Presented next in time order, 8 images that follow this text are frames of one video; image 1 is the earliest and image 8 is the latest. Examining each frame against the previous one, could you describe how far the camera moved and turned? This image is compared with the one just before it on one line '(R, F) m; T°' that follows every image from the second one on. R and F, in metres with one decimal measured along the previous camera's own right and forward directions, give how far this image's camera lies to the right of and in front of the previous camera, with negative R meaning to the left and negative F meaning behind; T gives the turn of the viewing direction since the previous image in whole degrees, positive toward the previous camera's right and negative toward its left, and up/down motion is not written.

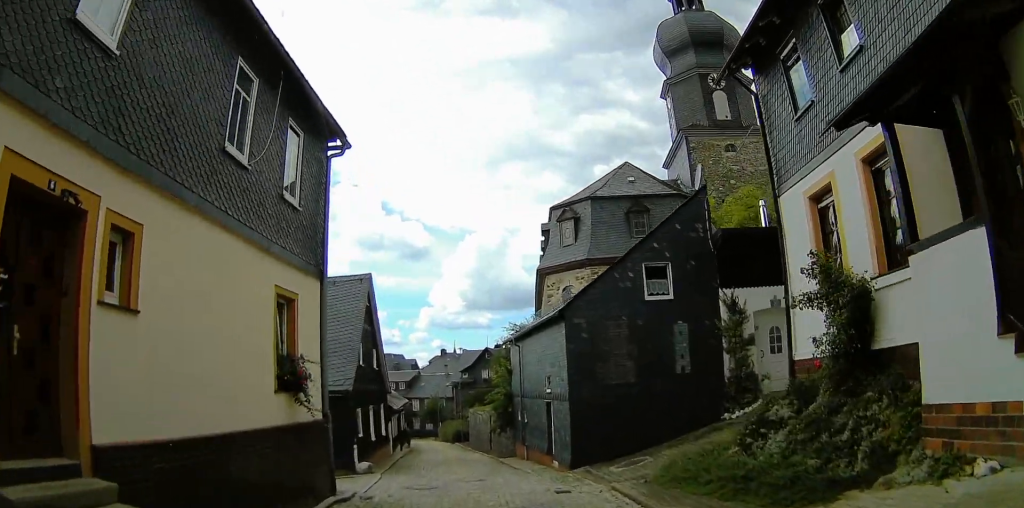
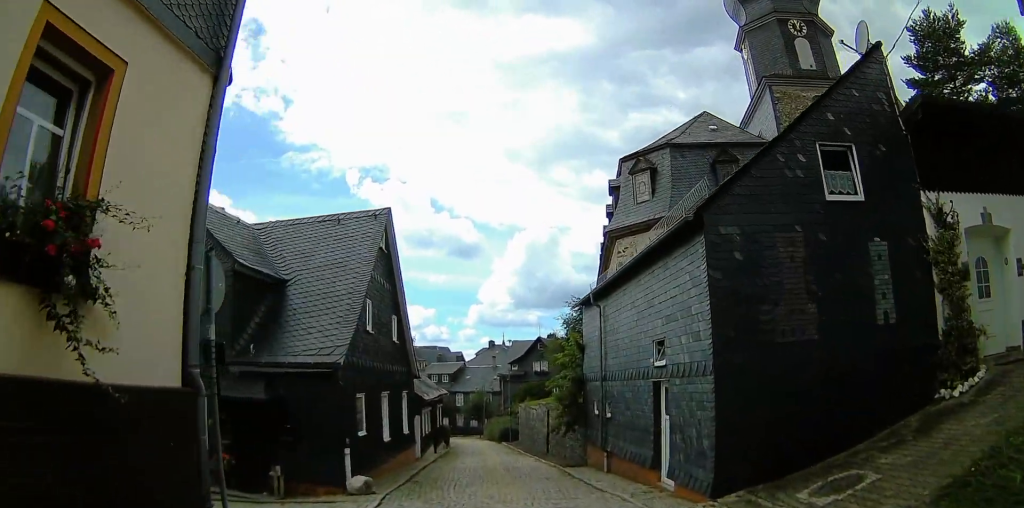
(-0.2, +6.5) m; -5°
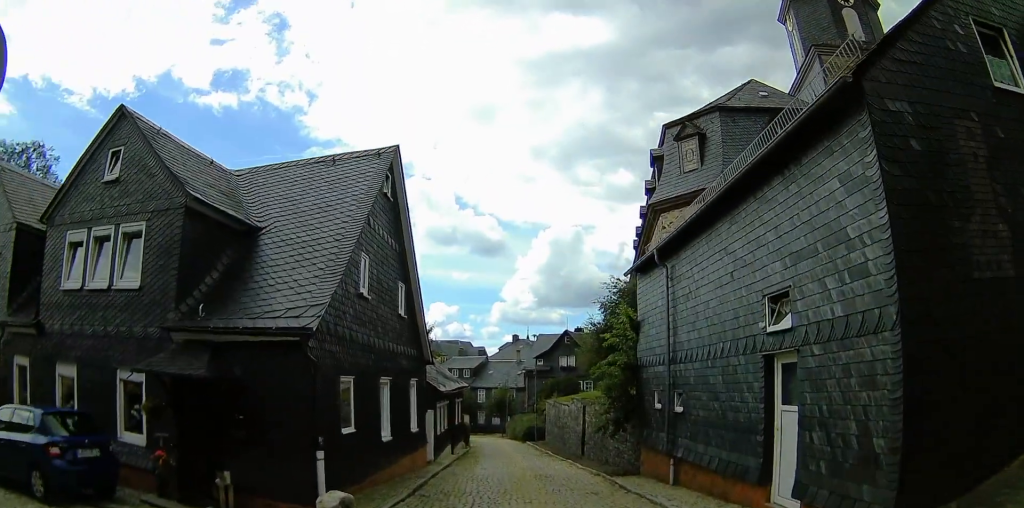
(-0.5, +4.2) m; +3°
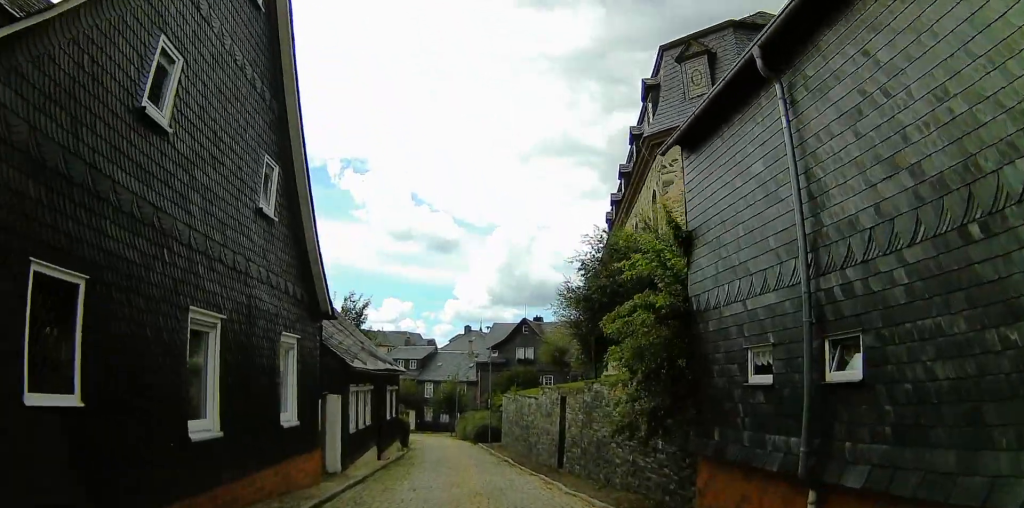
(+0.7, +7.6) m; 0°
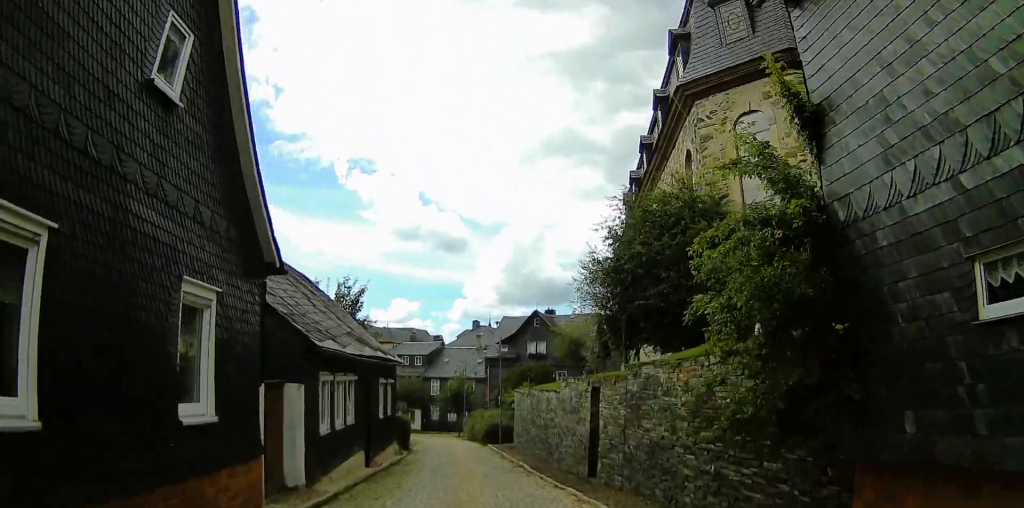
(-0.3, +3.5) m; -5°
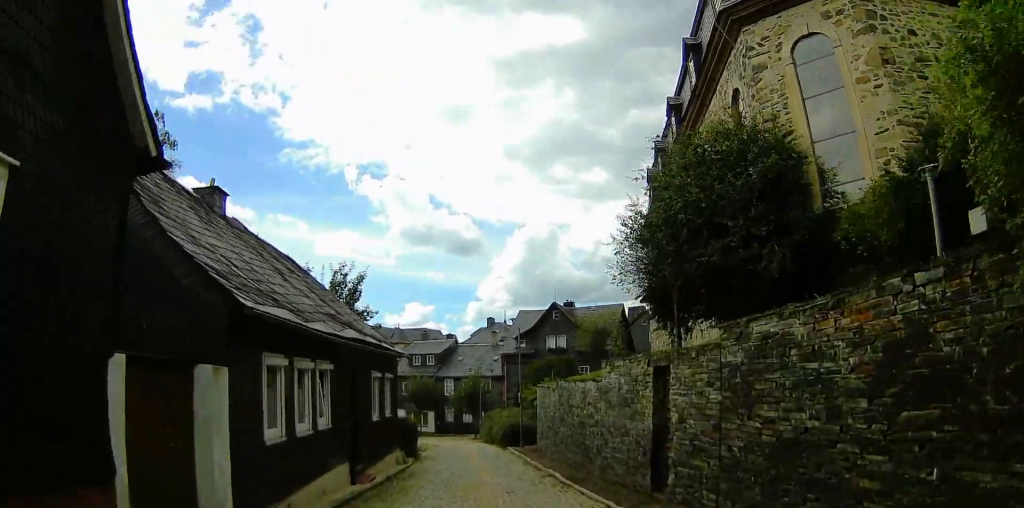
(0.0, +3.6) m; 0°
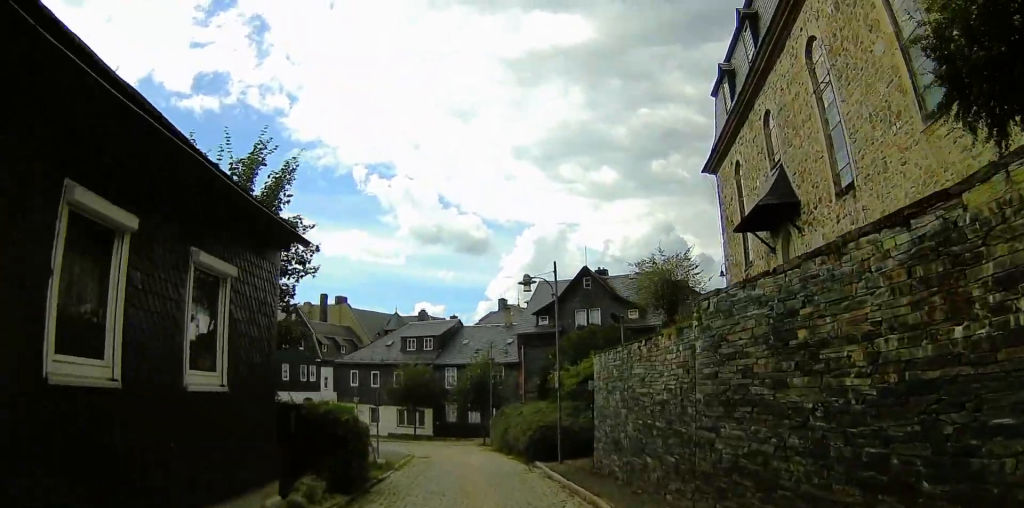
(0.0, +11.5) m; -1°
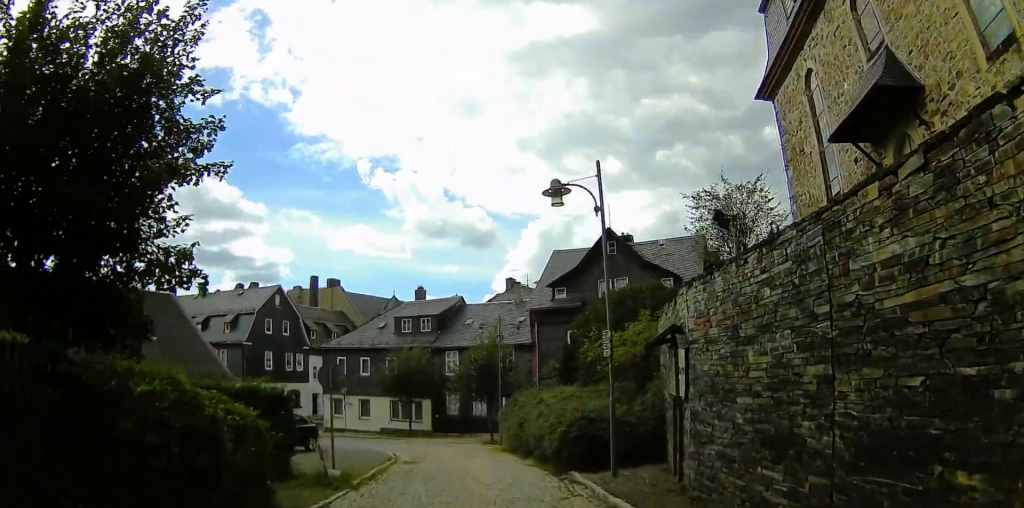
(-0.2, +7.0) m; -2°
